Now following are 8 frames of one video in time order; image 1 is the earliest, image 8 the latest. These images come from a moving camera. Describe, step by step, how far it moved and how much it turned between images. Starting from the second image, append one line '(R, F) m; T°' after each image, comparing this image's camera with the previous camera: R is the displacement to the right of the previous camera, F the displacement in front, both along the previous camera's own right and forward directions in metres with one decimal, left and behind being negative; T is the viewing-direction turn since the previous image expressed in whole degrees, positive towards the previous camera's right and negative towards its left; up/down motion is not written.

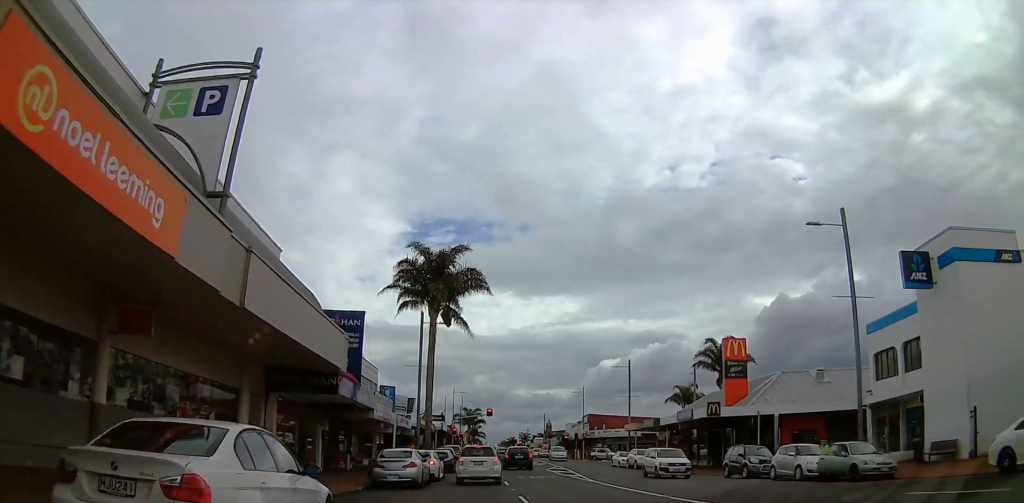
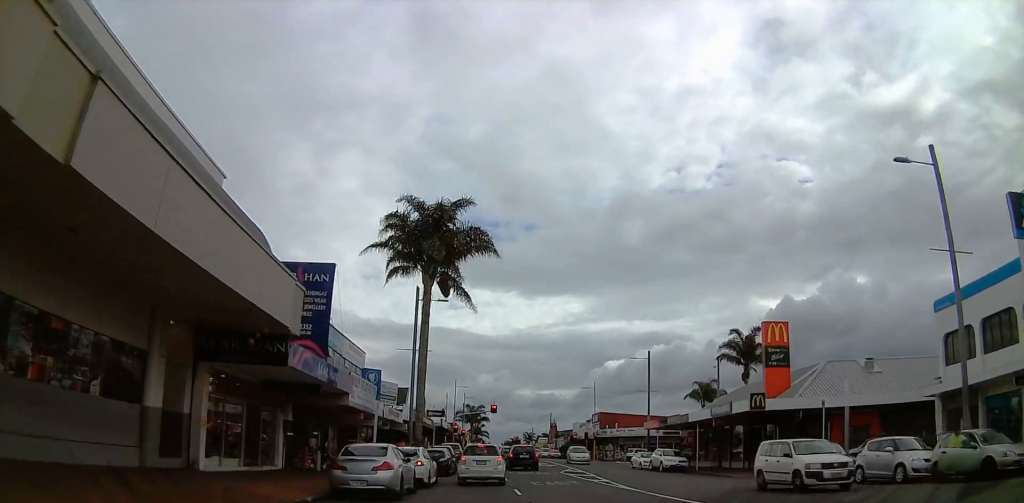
(+0.4, +6.8) m; +1°
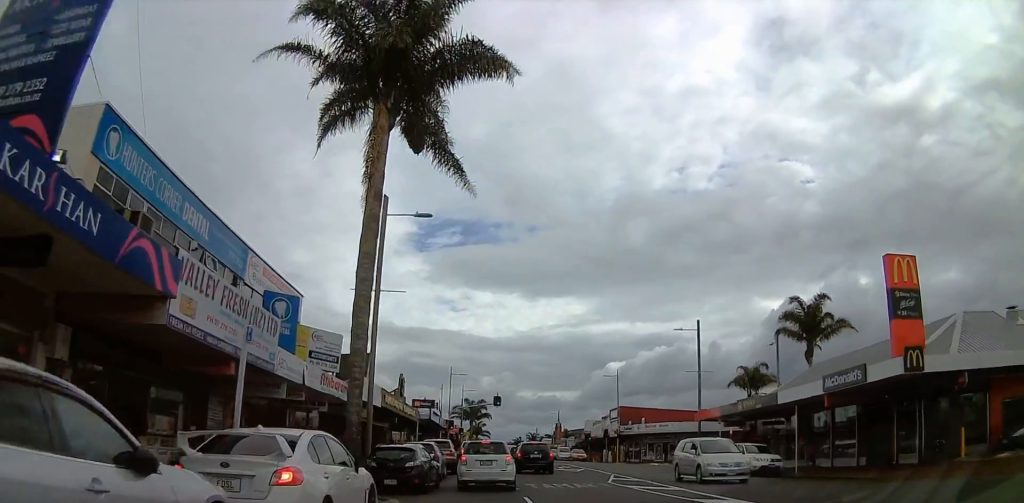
(-1.0, +14.7) m; -3°
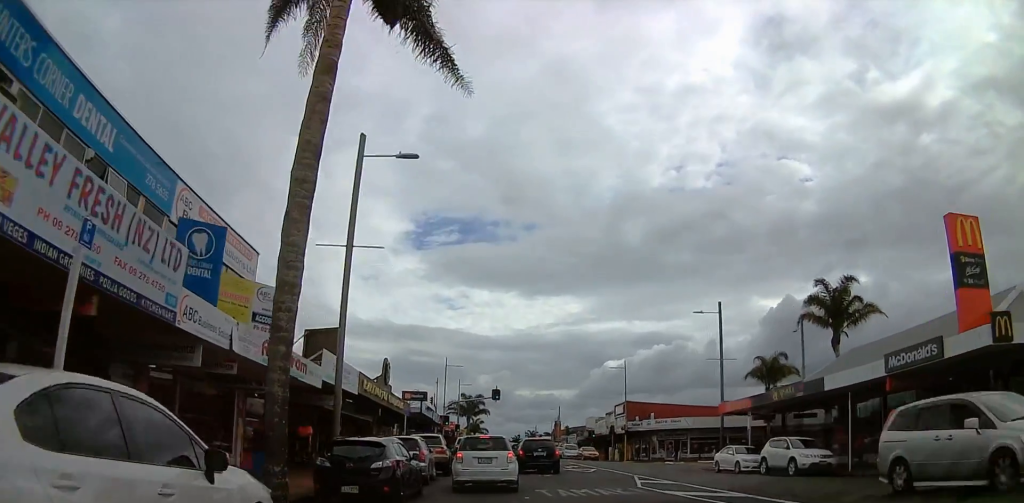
(0.0, +5.6) m; +5°
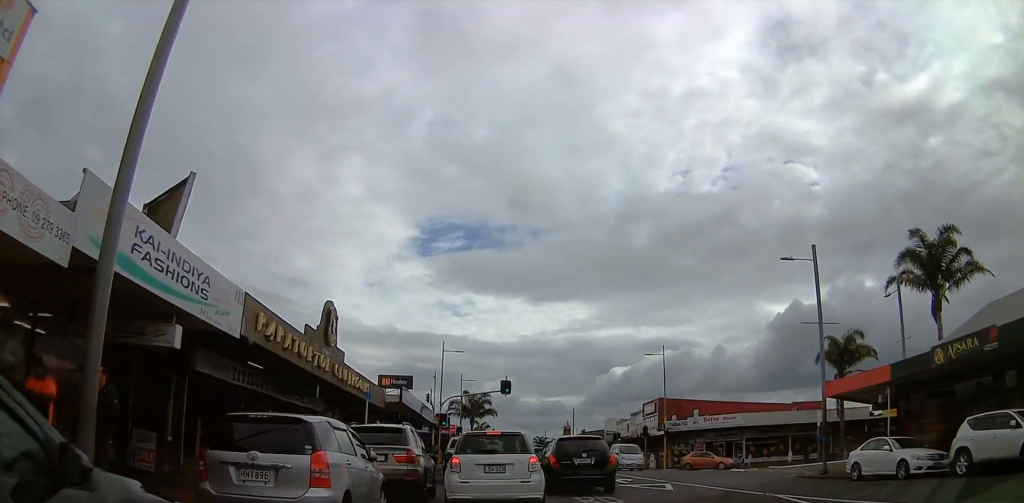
(+0.1, +16.7) m; -6°
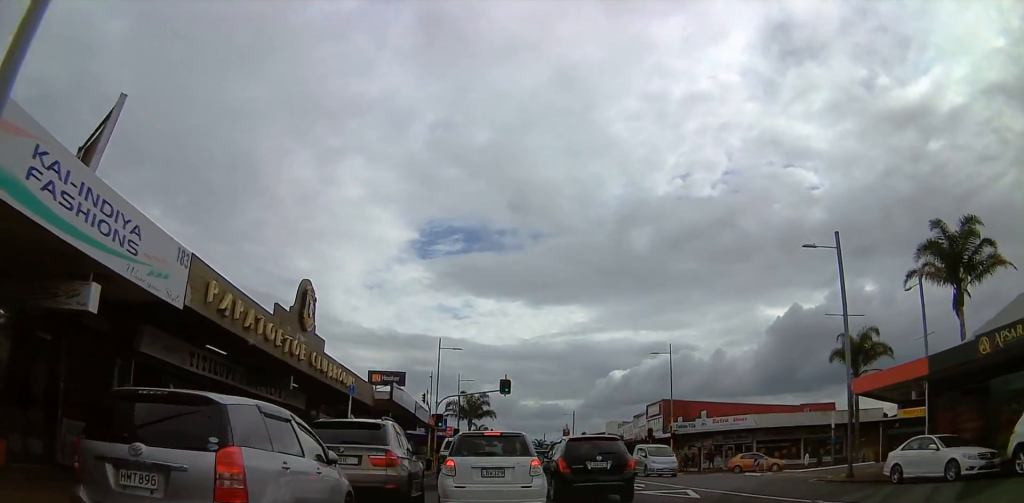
(0.0, +3.3) m; 0°
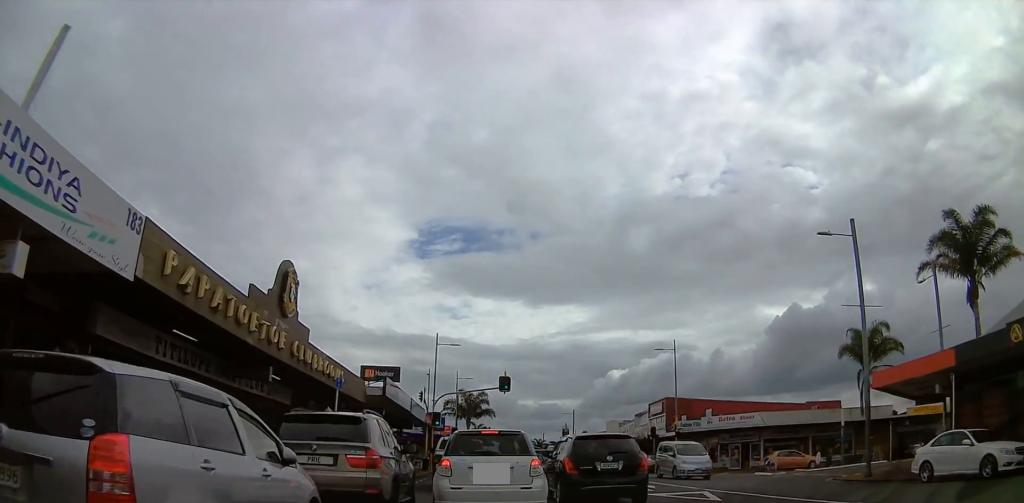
(0.0, +2.1) m; 0°
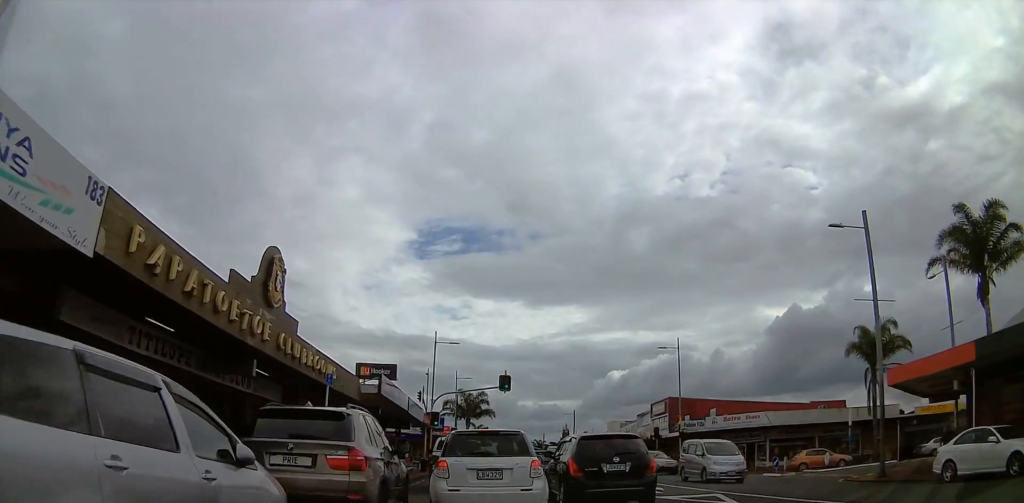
(0.0, +1.4) m; 0°
